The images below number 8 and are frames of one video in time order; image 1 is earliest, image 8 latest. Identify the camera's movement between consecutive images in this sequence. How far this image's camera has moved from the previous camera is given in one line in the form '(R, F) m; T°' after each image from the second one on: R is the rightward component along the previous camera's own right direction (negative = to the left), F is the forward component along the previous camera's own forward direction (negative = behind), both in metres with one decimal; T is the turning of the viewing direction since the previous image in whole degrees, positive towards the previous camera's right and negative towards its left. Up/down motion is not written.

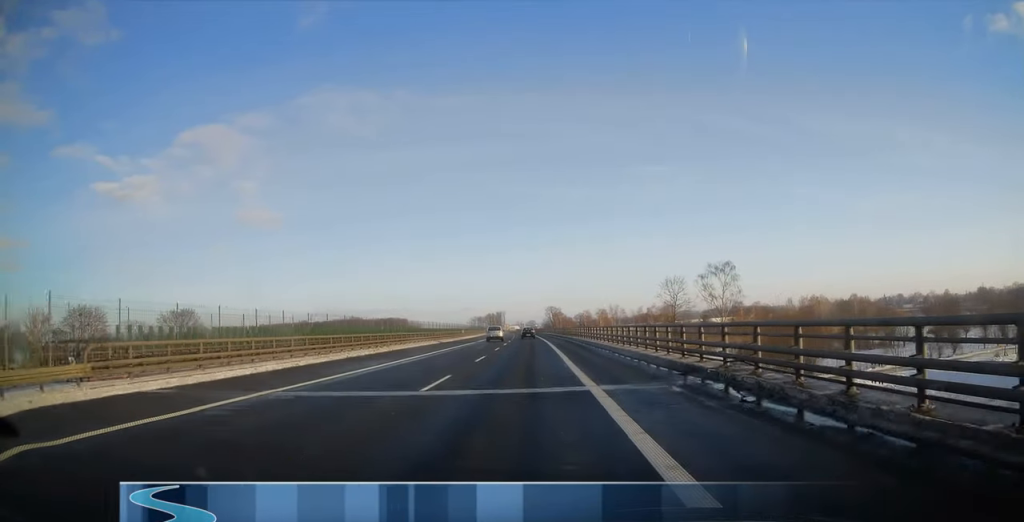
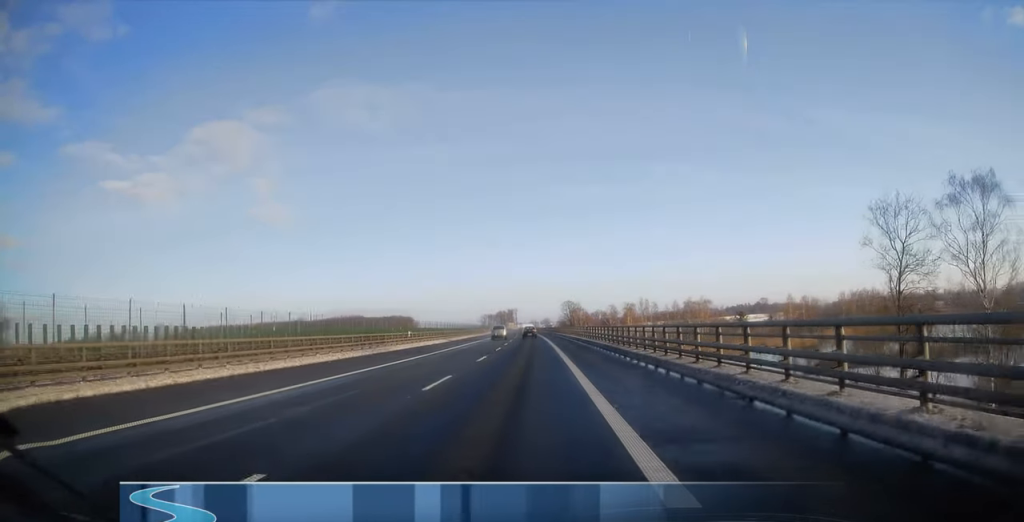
(0.0, +47.8) m; 0°
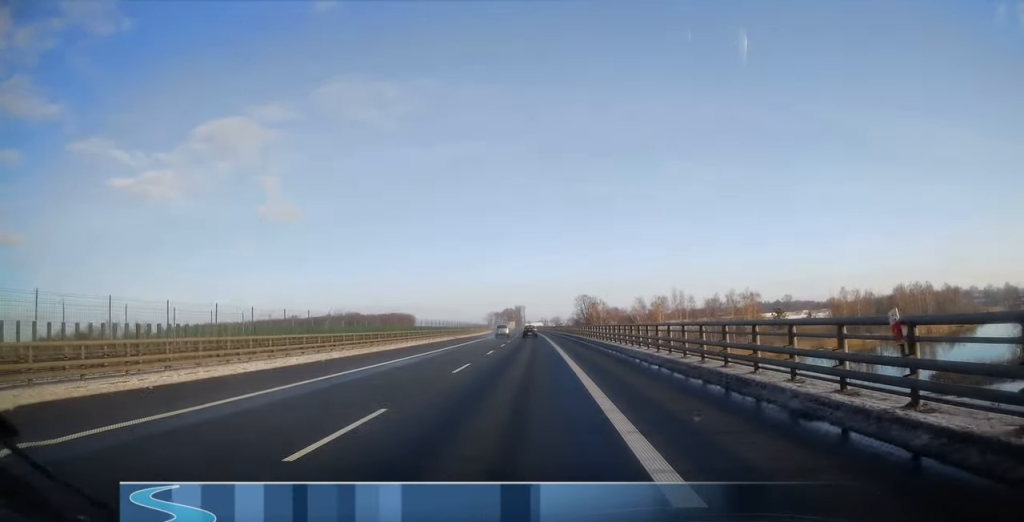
(0.0, +43.3) m; 0°
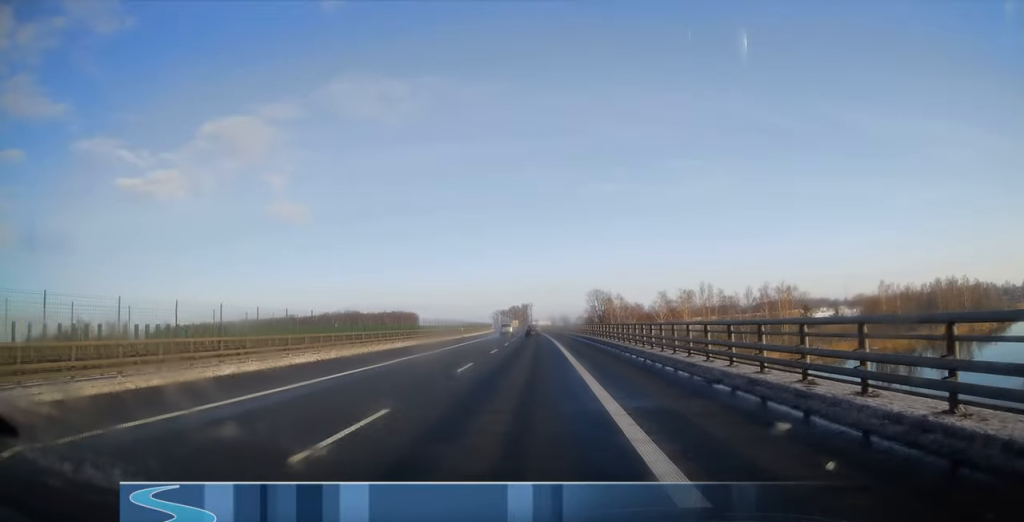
(0.0, +23.9) m; -1°
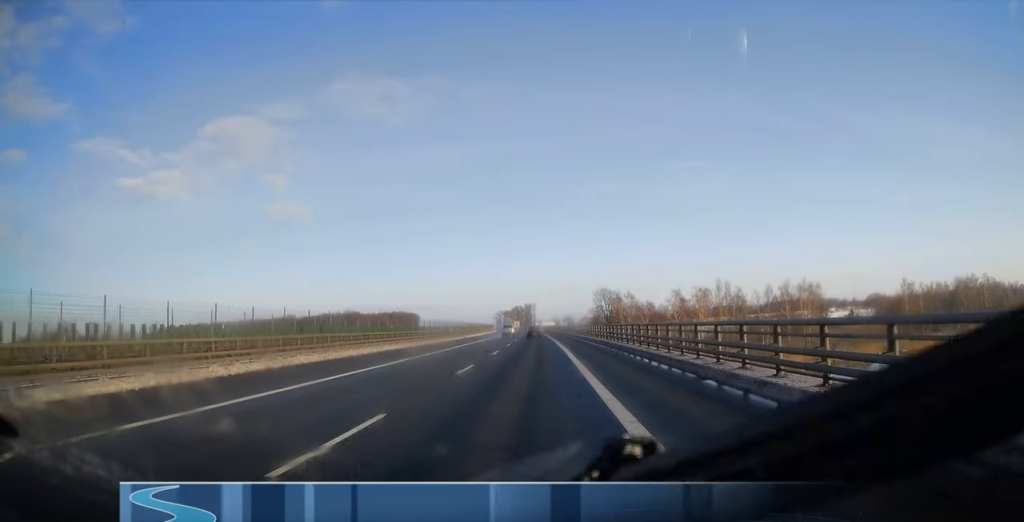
(0.0, +12.6) m; -1°
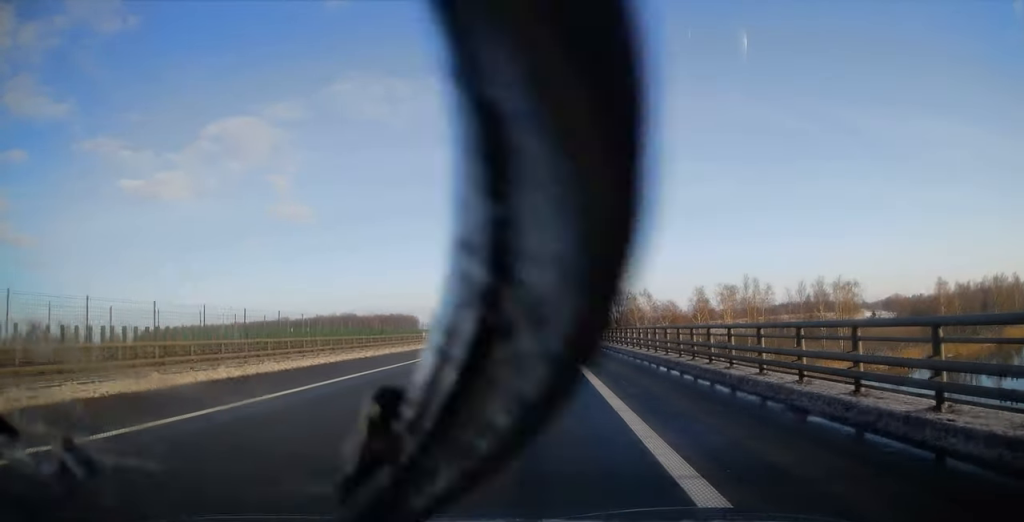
(-0.2, +18.9) m; -1°
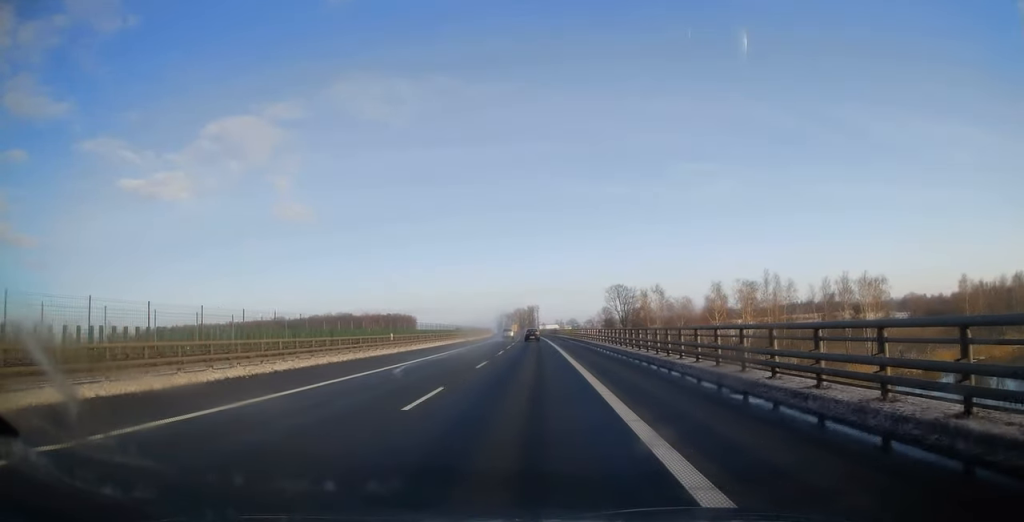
(-0.1, +12.1) m; 0°
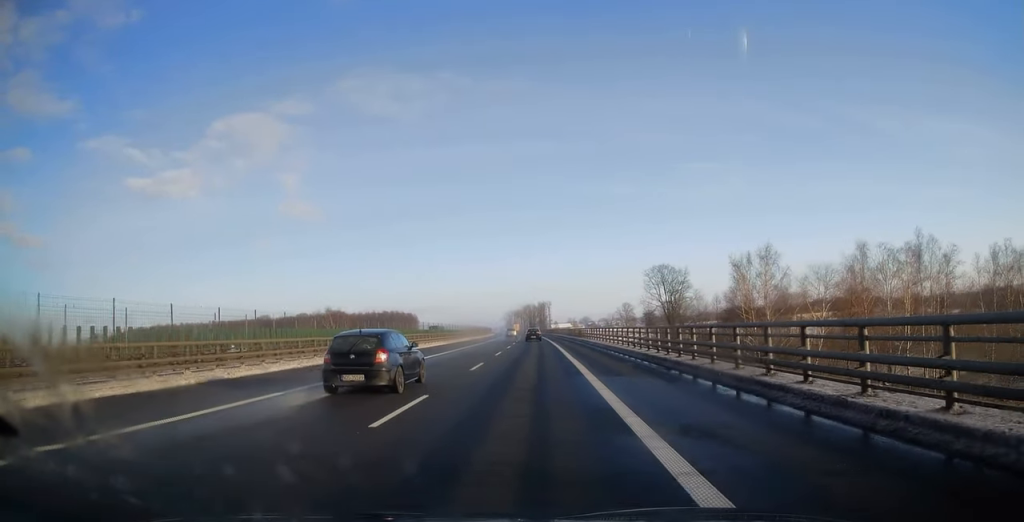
(-0.1, +49.3) m; 0°
